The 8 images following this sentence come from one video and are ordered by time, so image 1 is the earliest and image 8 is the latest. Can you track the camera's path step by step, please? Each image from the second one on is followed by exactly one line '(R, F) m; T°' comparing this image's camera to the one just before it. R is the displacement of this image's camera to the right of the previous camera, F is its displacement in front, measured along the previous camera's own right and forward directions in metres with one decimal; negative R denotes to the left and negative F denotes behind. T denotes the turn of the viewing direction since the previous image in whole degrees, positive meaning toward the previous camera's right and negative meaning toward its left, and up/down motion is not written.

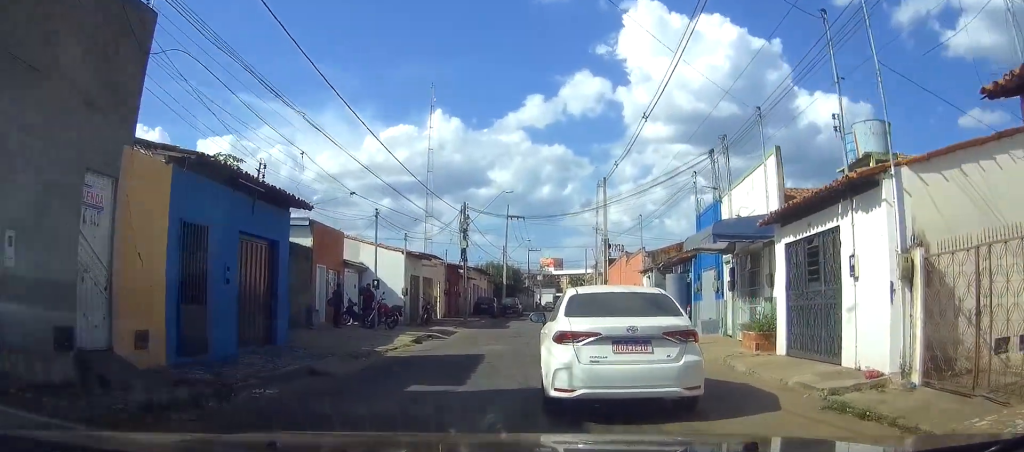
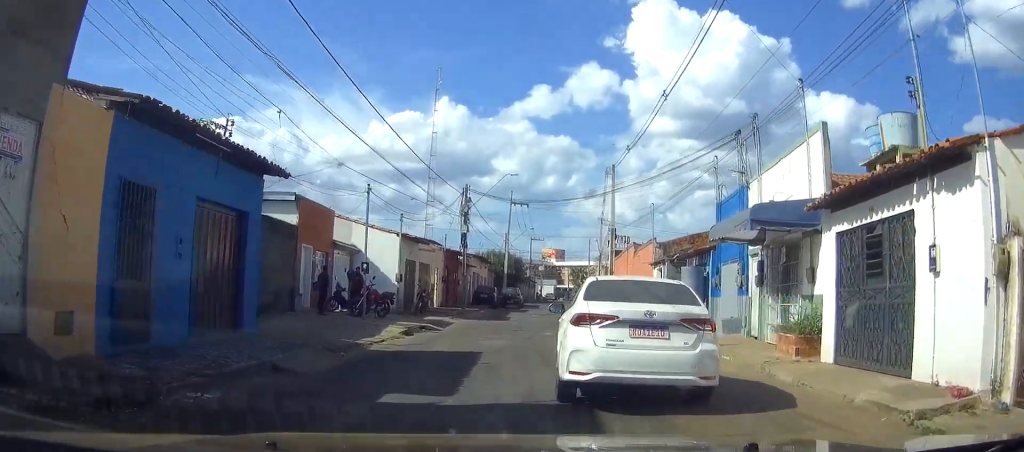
(0.0, +2.2) m; 0°
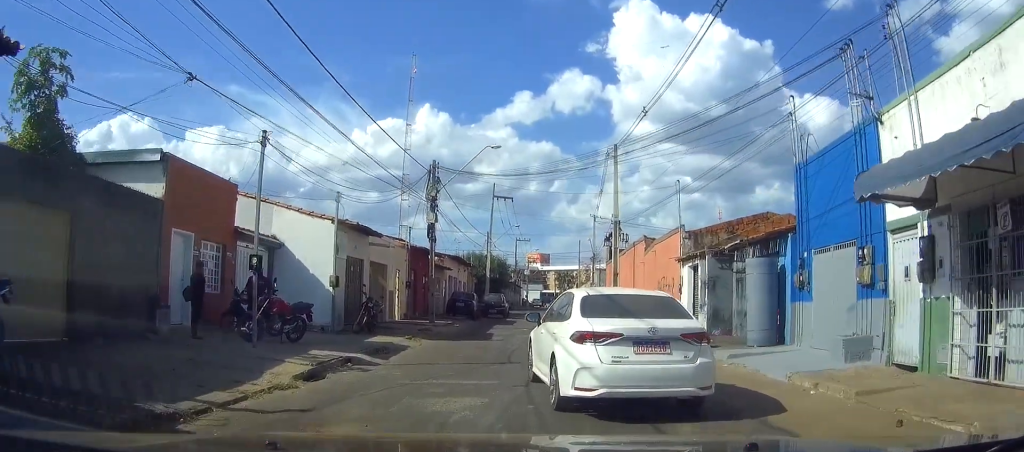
(-0.3, +8.6) m; -6°
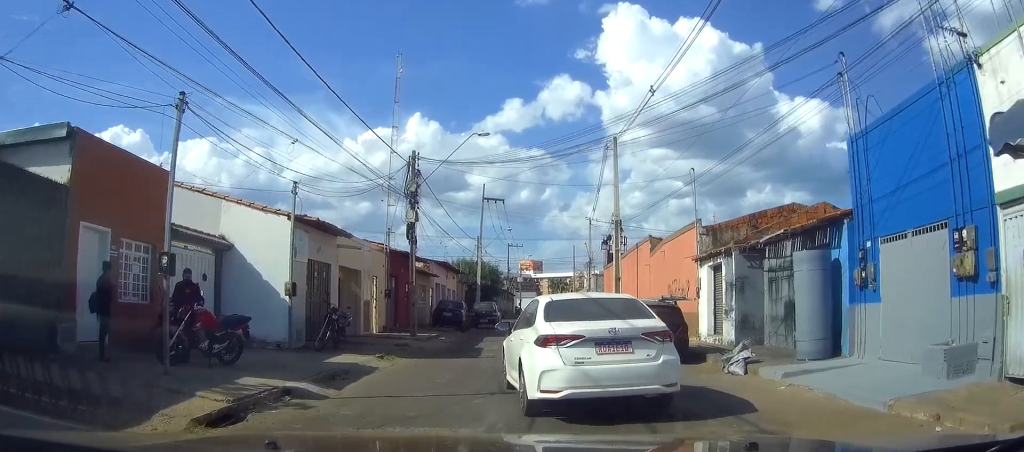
(-0.2, +3.6) m; 0°
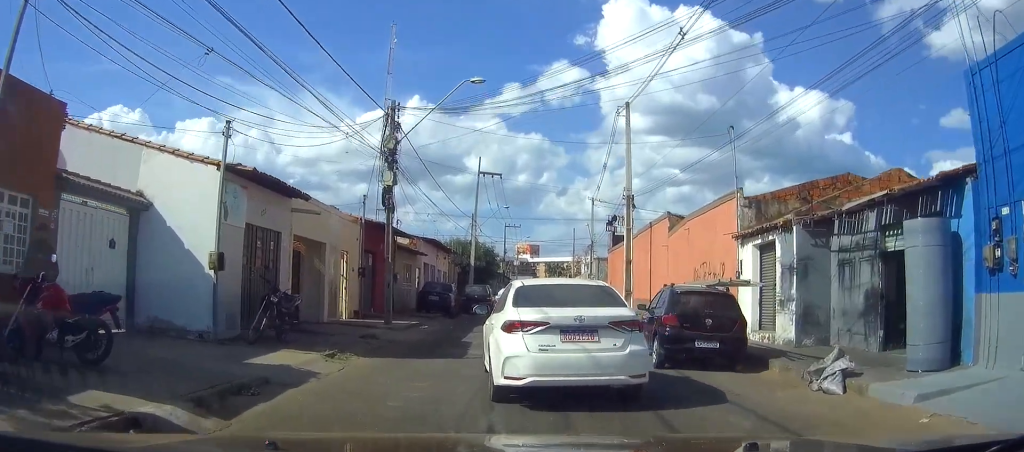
(+0.1, +4.5) m; +3°
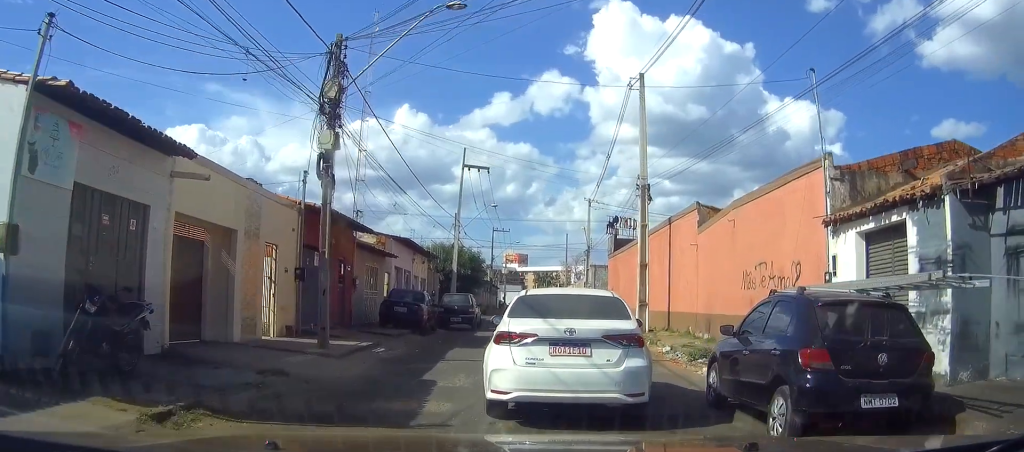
(+0.2, +6.0) m; +3°
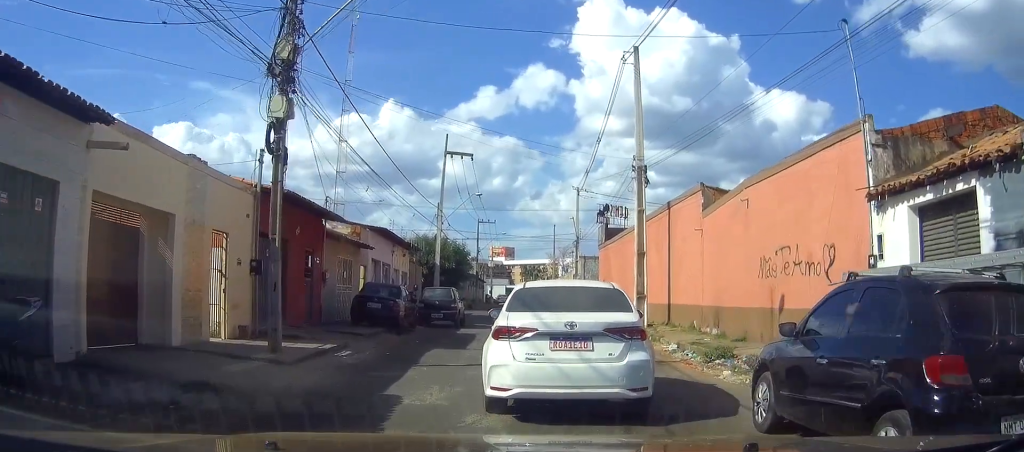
(+0.1, +2.3) m; 0°
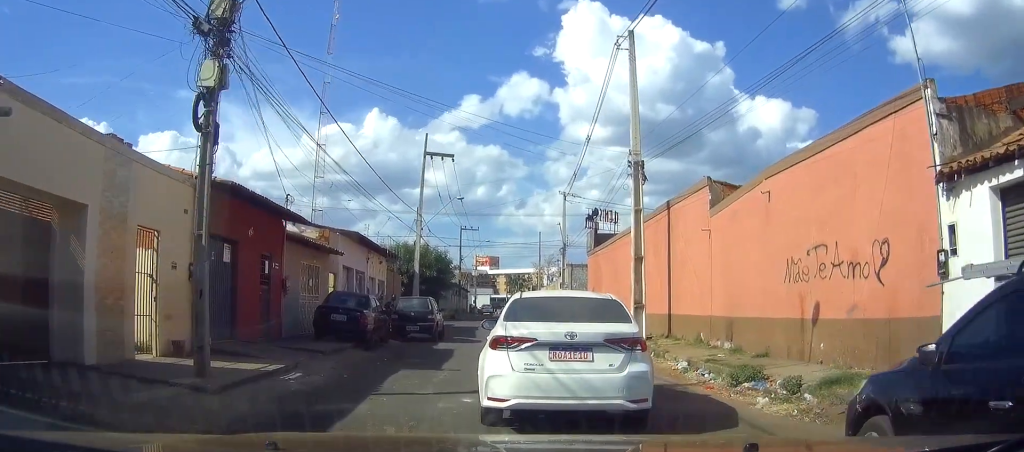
(0.0, +2.4) m; +1°
